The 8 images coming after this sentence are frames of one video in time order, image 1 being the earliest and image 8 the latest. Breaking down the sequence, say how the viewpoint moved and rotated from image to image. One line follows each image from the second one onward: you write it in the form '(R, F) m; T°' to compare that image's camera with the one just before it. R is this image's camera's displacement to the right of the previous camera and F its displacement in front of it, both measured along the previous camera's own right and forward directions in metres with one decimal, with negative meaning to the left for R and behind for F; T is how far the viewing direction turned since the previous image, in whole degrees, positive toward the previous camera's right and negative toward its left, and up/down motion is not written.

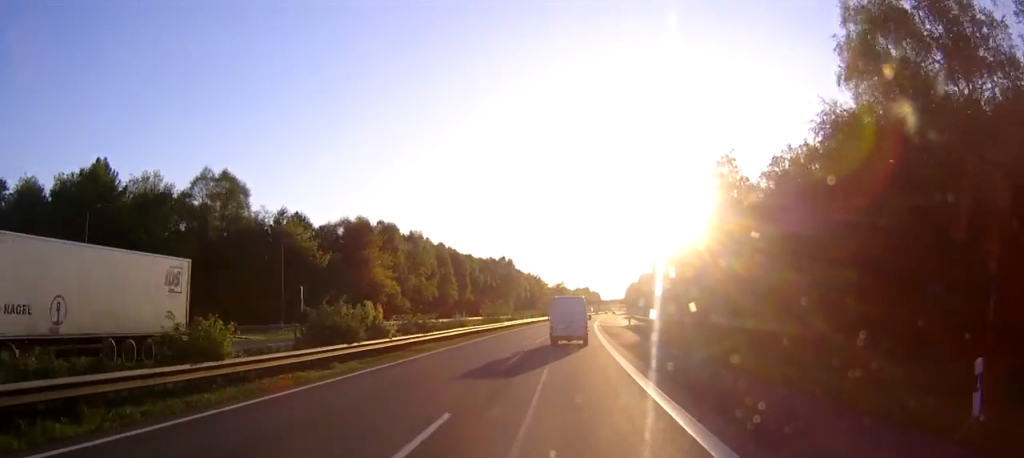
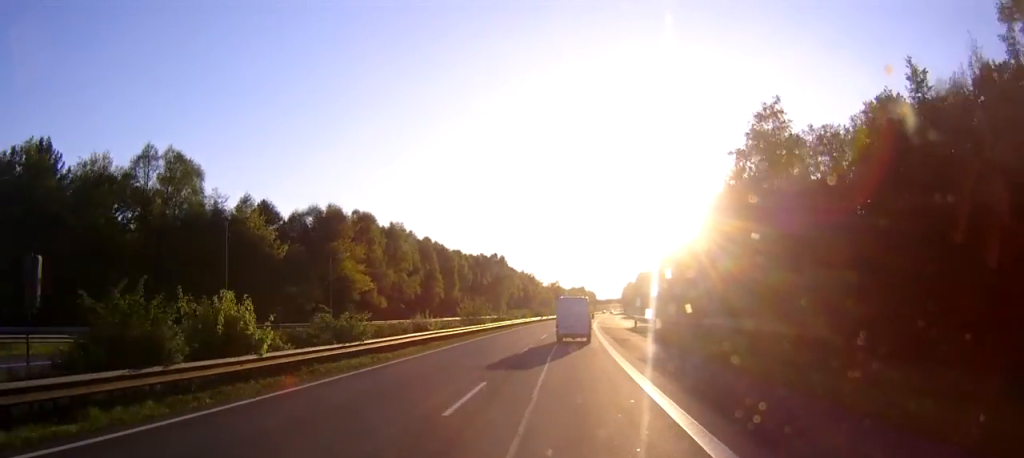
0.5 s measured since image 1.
(+0.1, +12.3) m; 0°
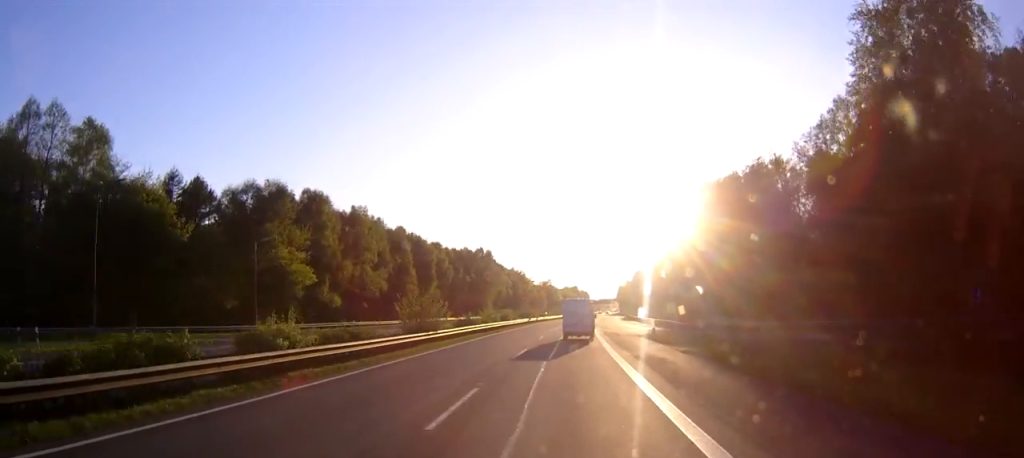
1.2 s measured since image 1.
(0.0, +19.4) m; +1°
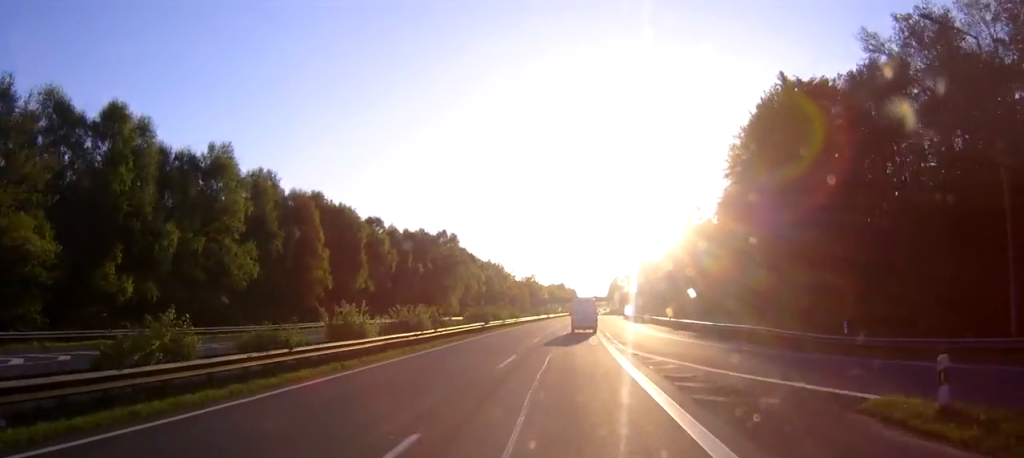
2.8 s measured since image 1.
(+0.6, +42.4) m; +1°
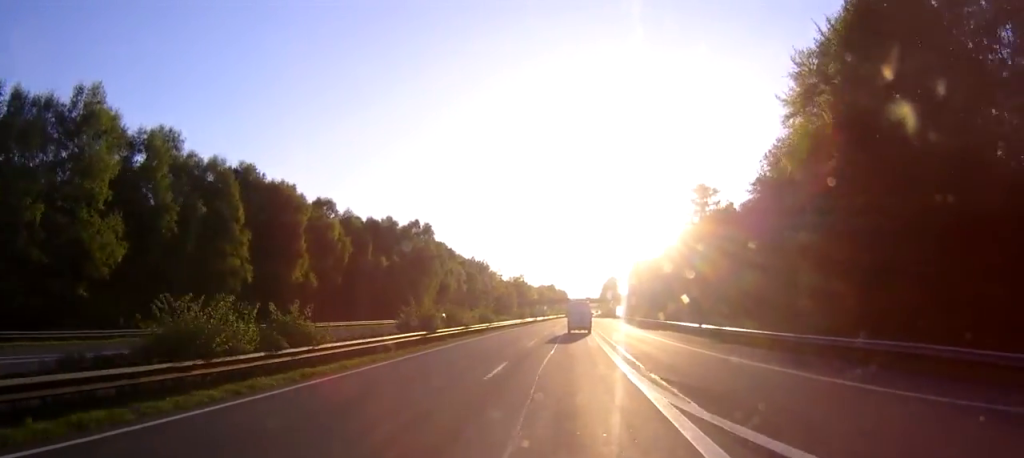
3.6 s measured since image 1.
(+0.1, +21.2) m; 0°
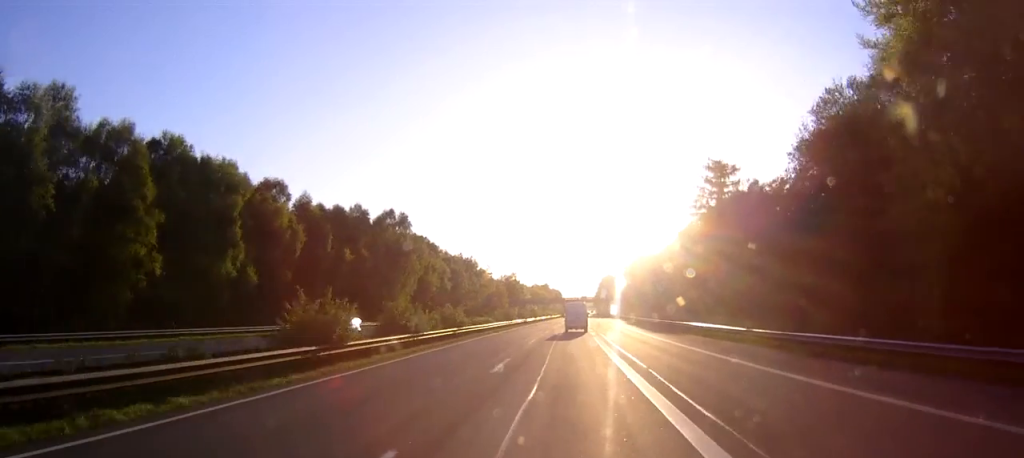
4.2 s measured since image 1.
(0.0, +15.9) m; 0°
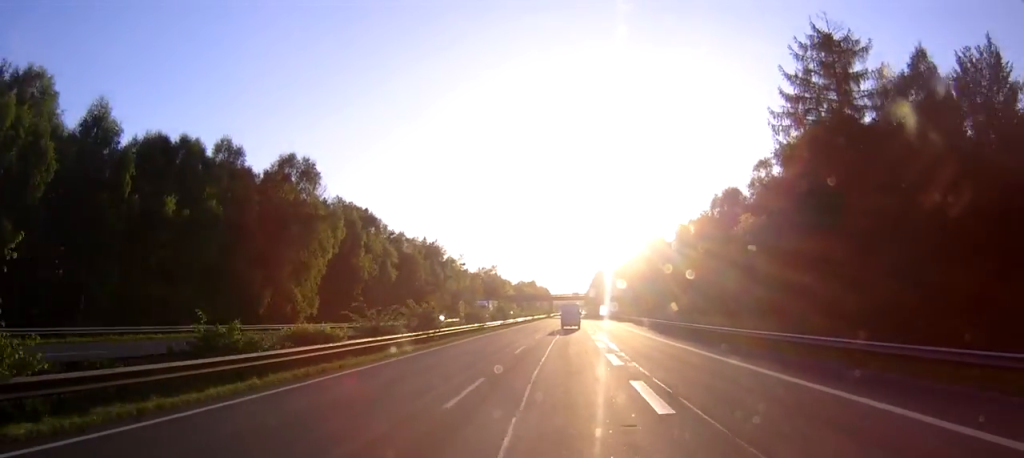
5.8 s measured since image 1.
(+0.5, +43.6) m; +1°
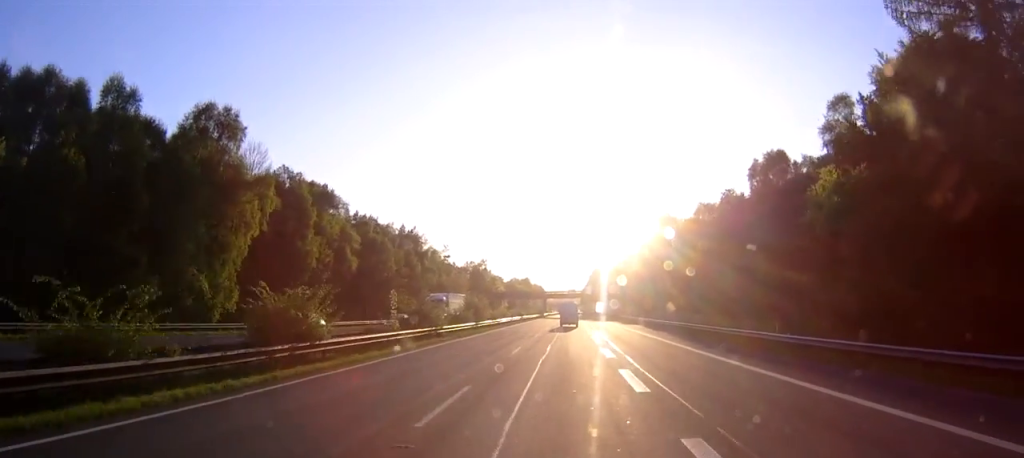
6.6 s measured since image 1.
(+0.1, +20.5) m; 0°
